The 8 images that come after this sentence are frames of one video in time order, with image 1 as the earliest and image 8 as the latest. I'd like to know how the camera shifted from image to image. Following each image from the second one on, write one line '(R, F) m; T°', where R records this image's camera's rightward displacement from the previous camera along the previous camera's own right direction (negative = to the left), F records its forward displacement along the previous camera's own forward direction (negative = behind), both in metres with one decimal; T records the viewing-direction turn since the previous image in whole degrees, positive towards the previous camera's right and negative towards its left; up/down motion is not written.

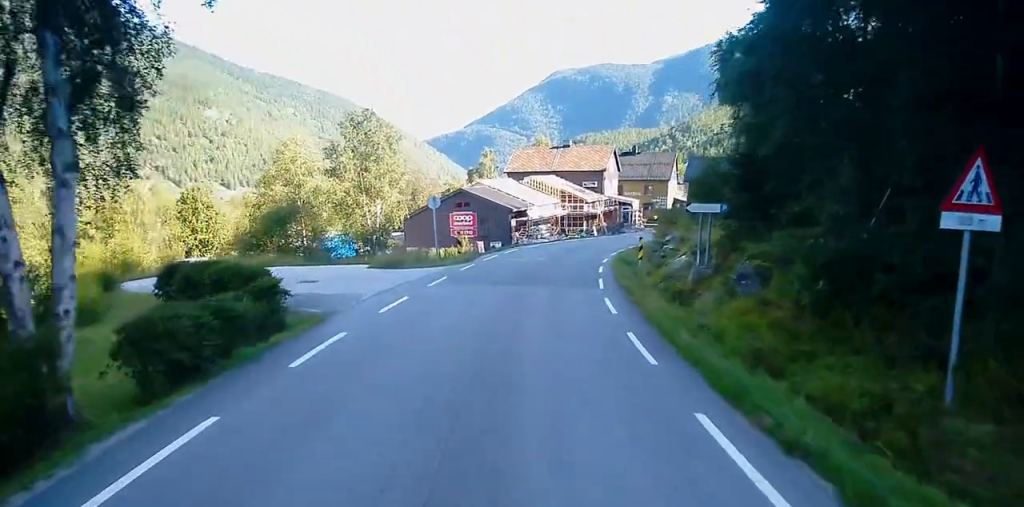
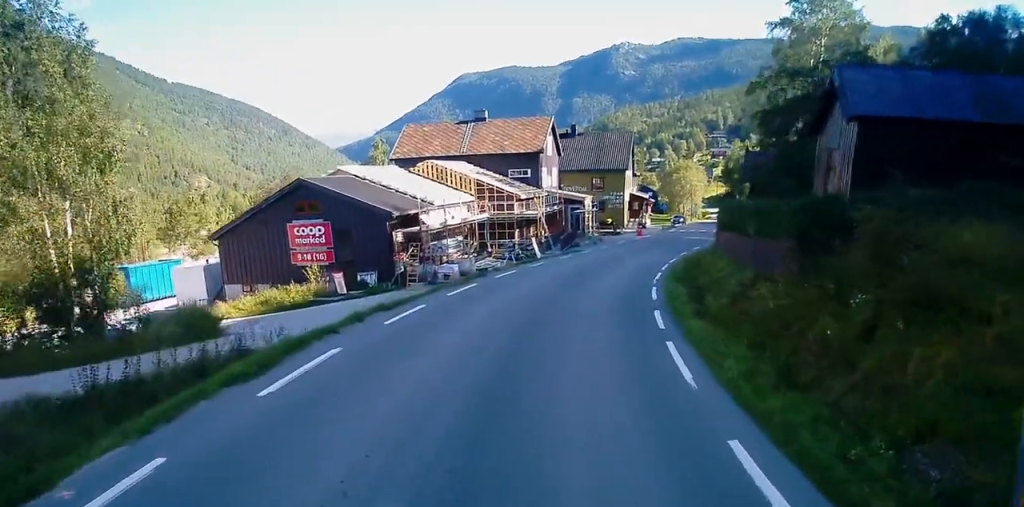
(+0.2, +31.4) m; +2°
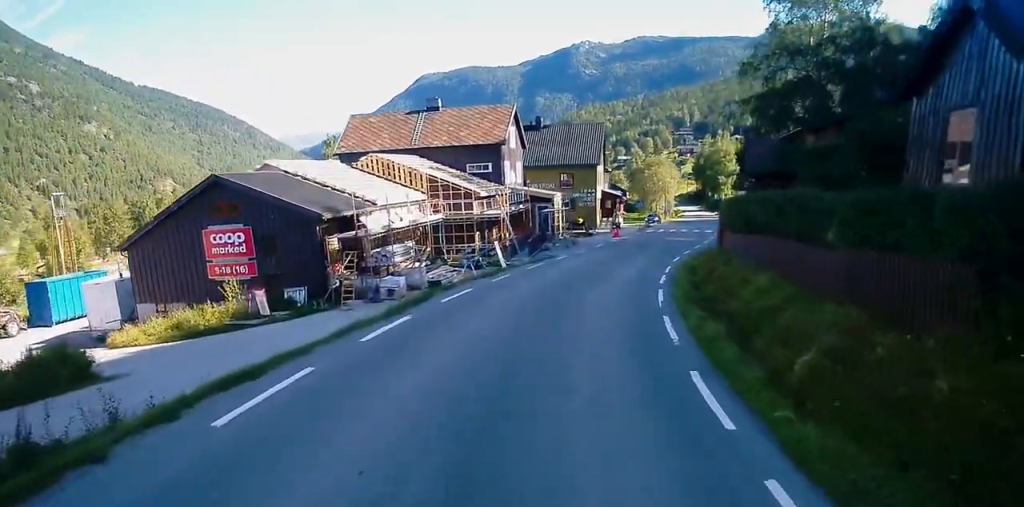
(+0.1, +7.4) m; +2°
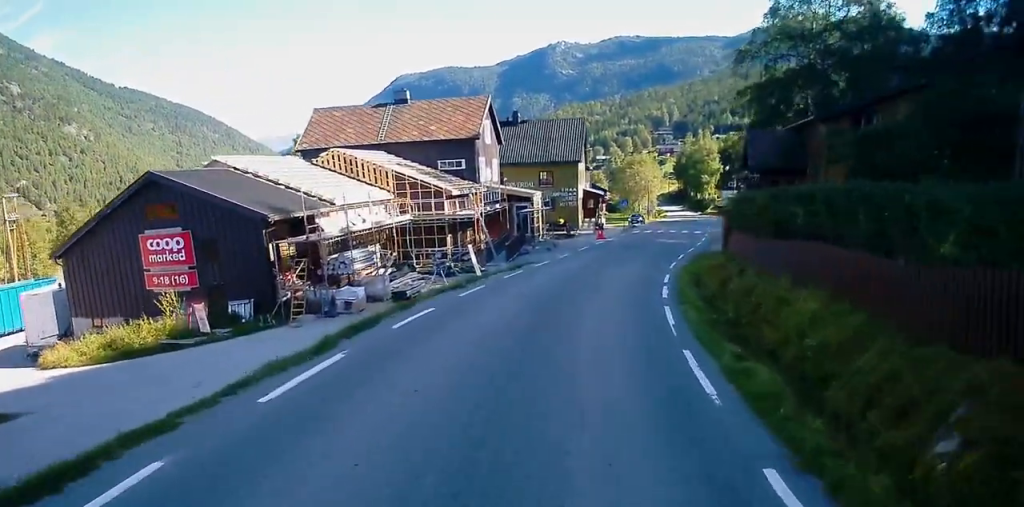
(0.0, +4.3) m; +3°
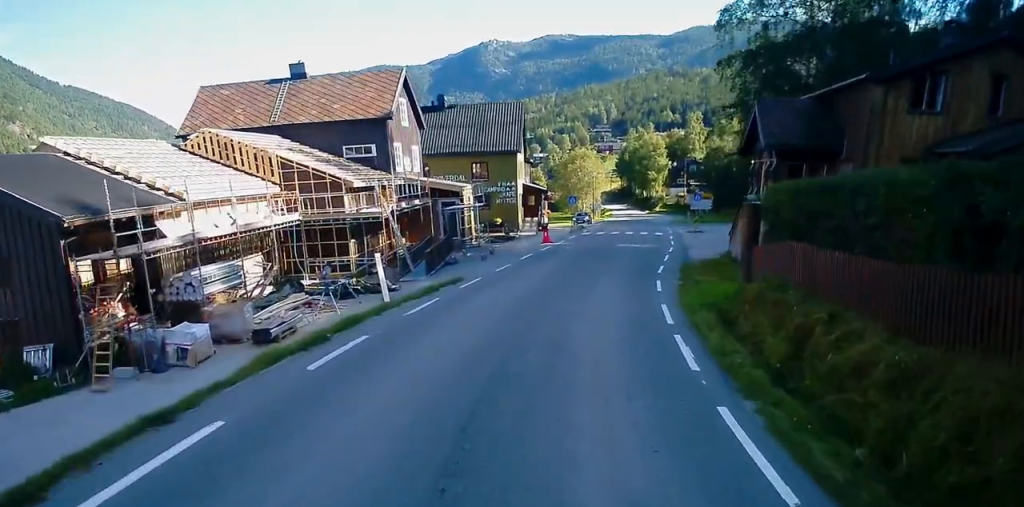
(+0.5, +10.0) m; +6°
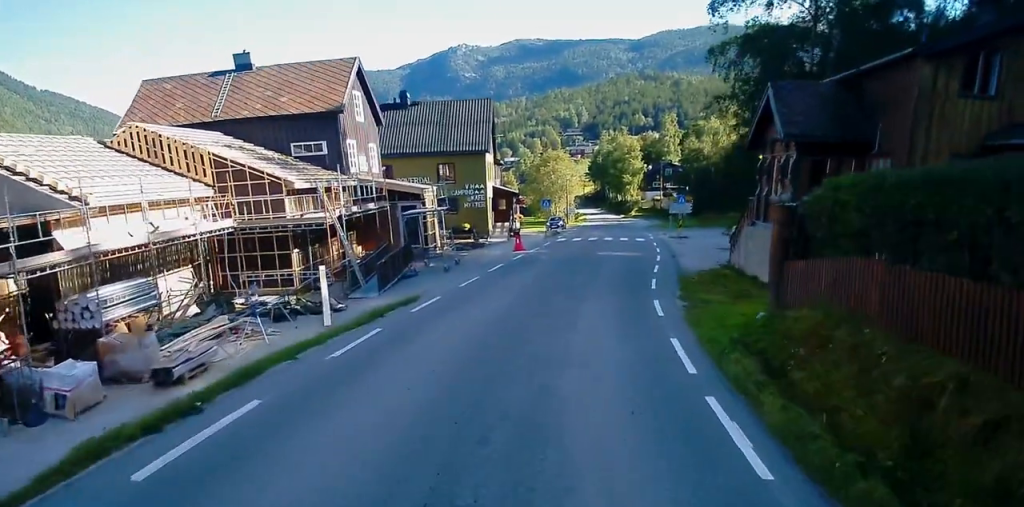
(+0.2, +4.4) m; +3°
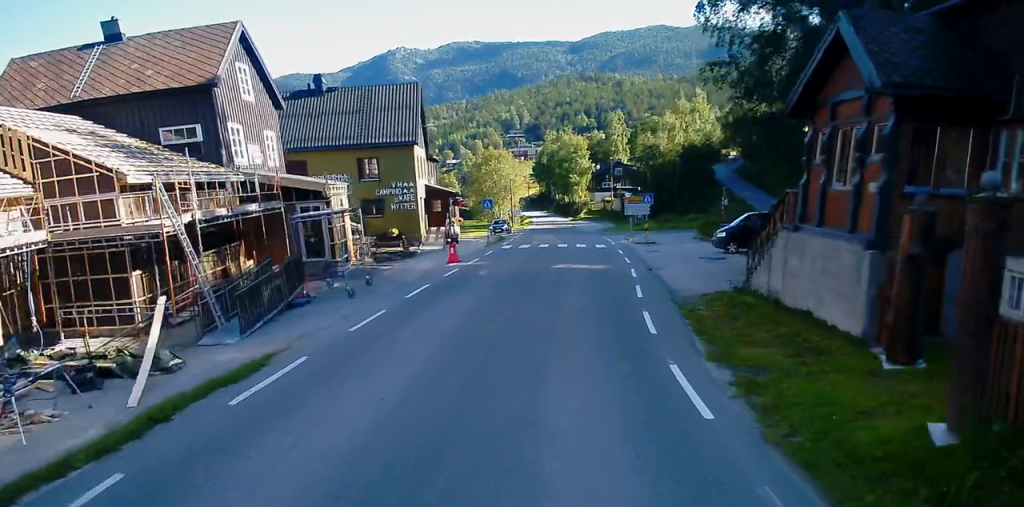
(+0.2, +8.6) m; +3°
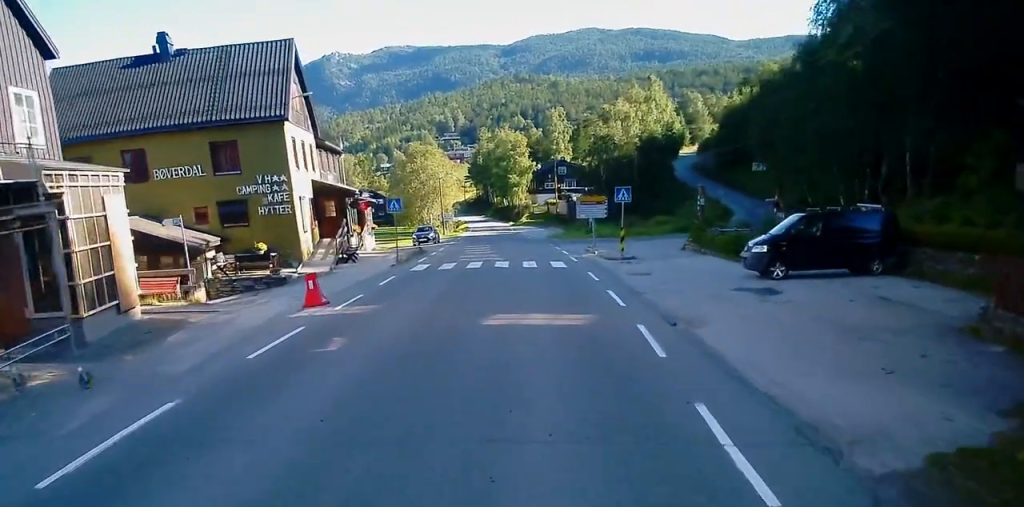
(+0.6, +14.6) m; +1°
